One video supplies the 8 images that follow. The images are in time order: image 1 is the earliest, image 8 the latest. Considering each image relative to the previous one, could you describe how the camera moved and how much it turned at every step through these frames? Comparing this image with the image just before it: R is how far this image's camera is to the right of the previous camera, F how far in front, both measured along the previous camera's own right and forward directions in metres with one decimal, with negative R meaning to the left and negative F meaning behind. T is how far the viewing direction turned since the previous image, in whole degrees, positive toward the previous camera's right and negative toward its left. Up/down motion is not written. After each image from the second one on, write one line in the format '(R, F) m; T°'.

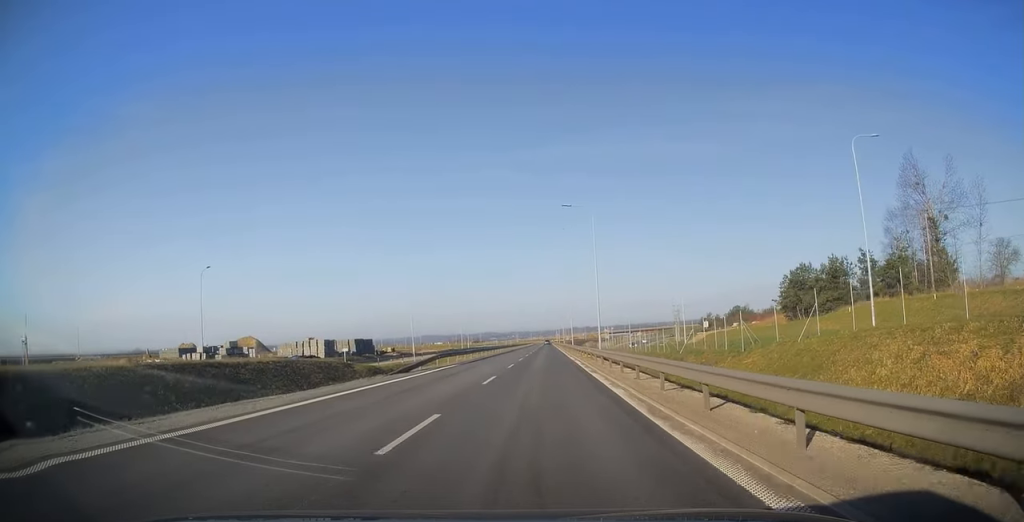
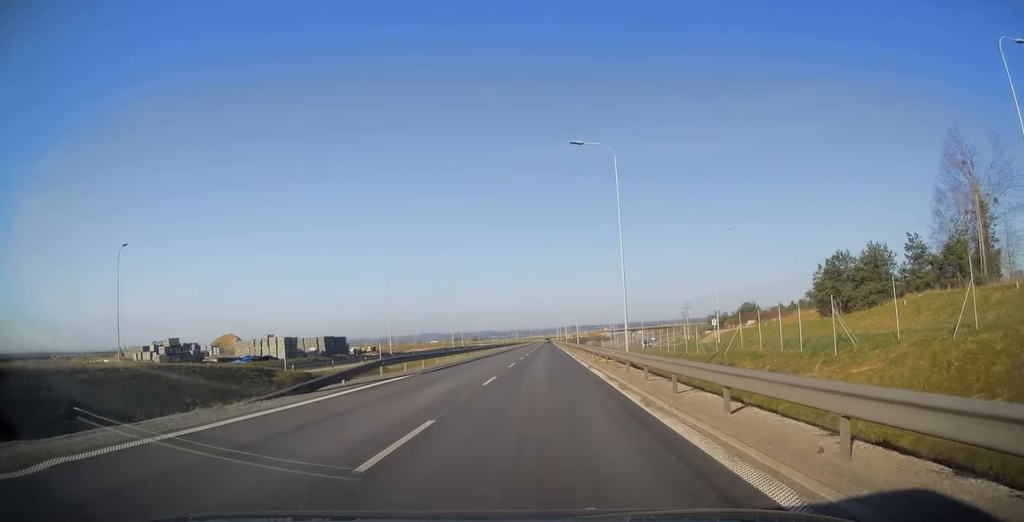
(-0.1, +12.9) m; 0°
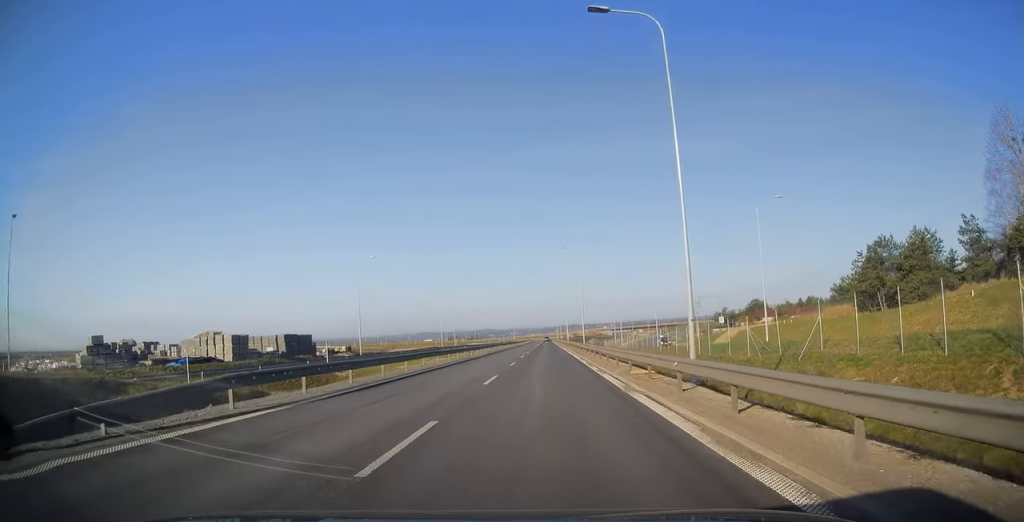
(-0.3, +12.2) m; 0°
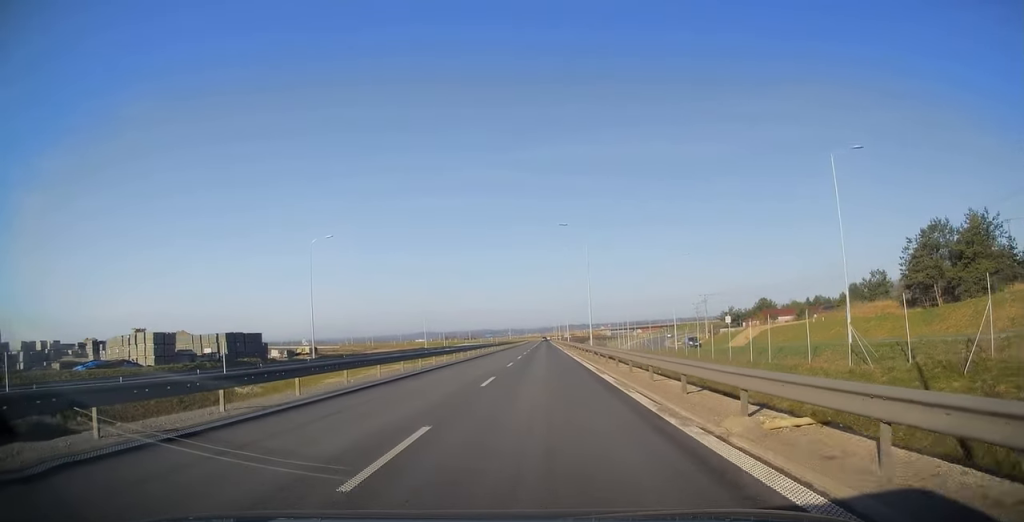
(+0.2, +12.4) m; +1°
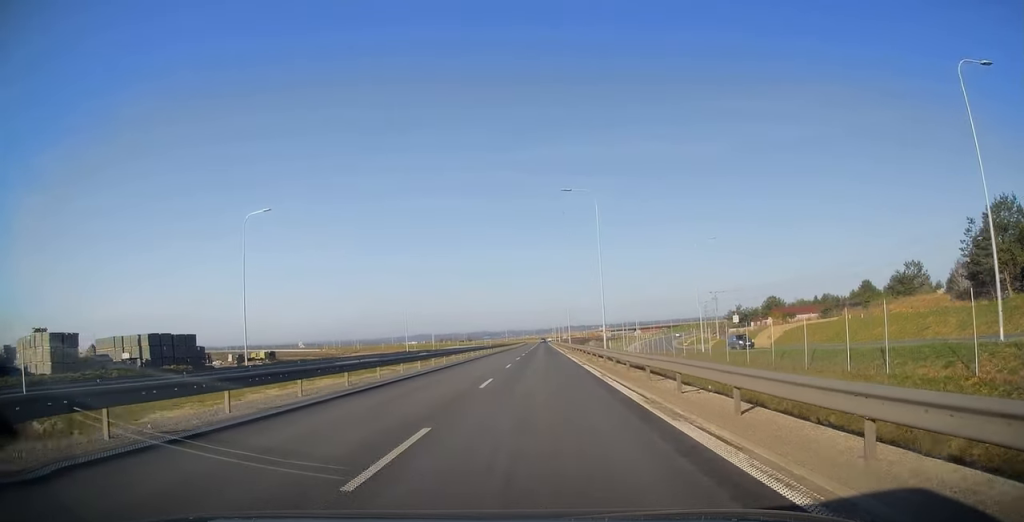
(+0.1, +11.7) m; +1°
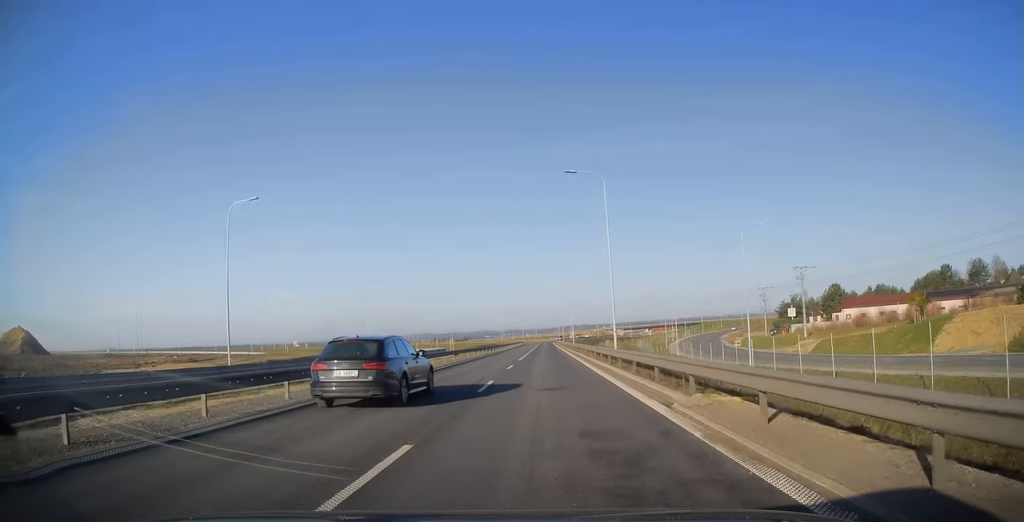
(-0.4, +48.9) m; -1°
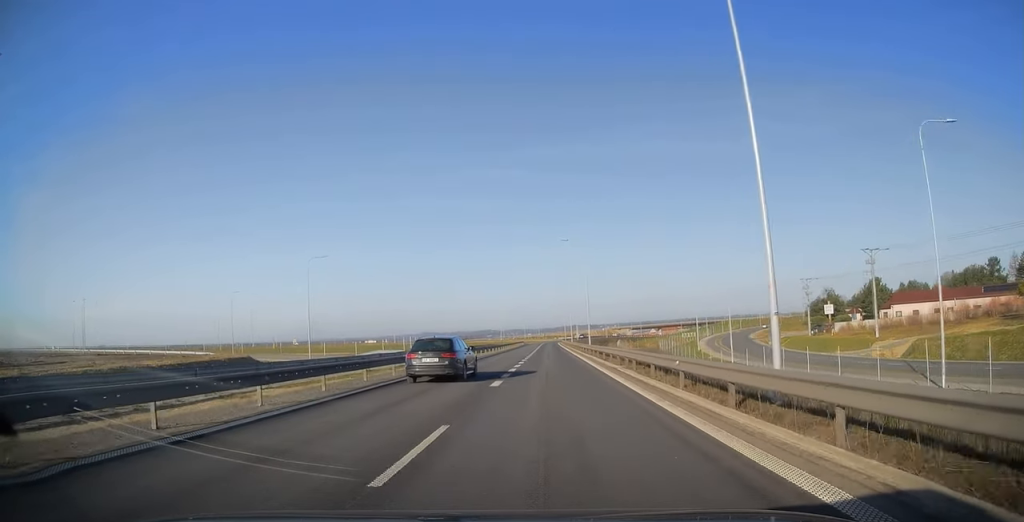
(0.0, +21.9) m; 0°
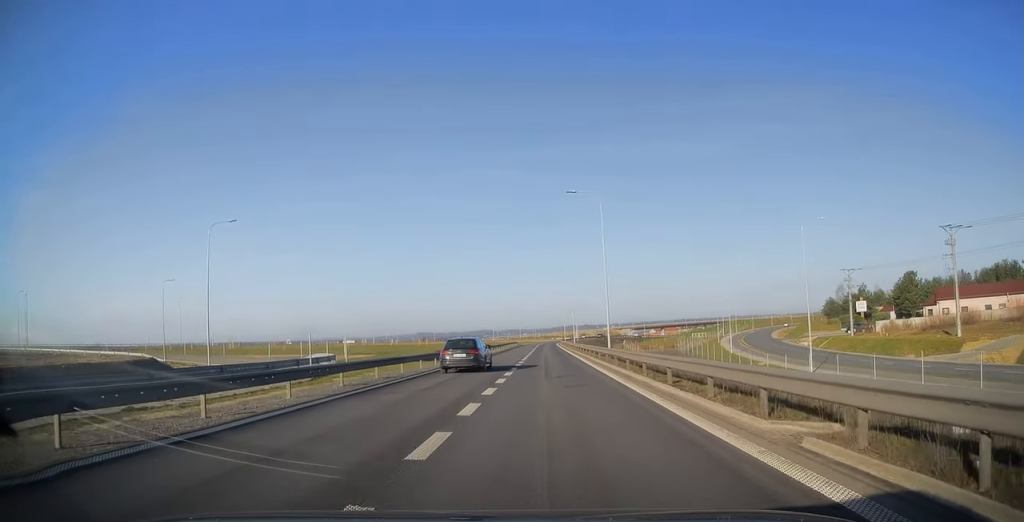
(0.0, +18.4) m; 0°
